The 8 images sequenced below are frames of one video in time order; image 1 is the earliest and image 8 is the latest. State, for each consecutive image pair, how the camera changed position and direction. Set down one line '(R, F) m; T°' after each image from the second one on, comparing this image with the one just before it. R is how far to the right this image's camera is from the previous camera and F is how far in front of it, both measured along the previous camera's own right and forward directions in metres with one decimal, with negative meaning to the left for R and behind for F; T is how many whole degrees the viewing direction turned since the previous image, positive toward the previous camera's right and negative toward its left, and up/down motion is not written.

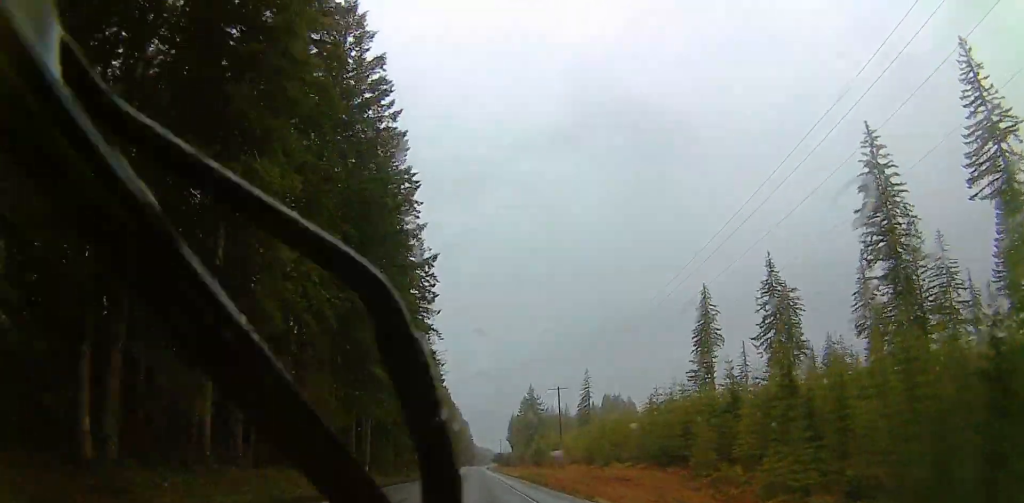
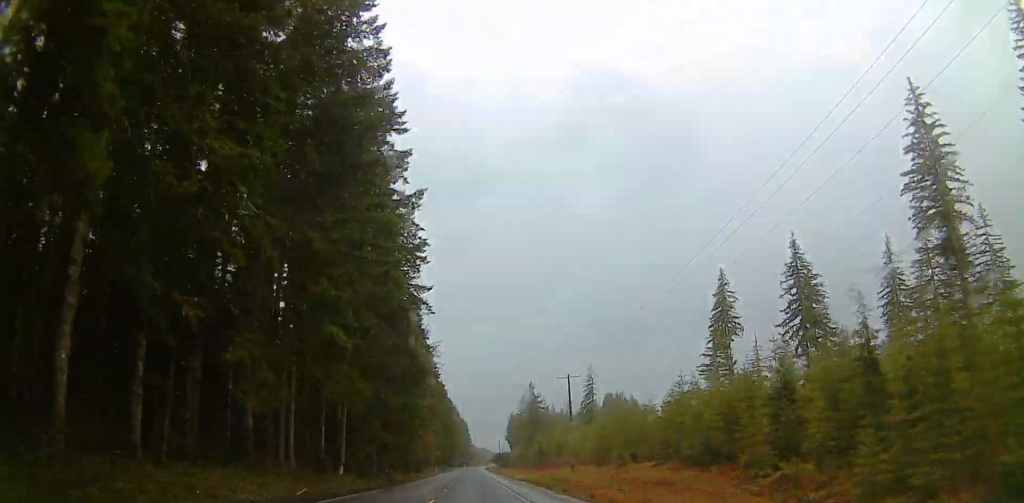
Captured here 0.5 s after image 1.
(0.0, +12.5) m; 0°
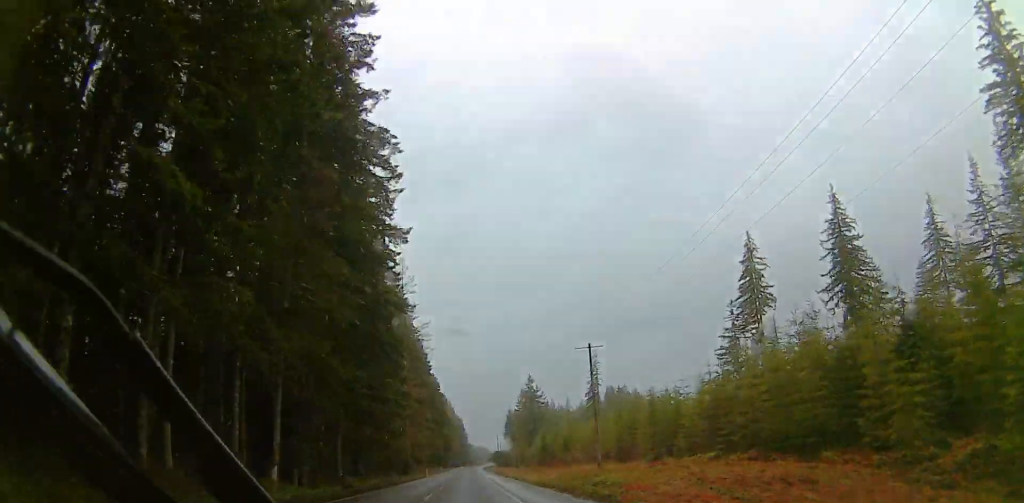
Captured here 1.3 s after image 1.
(0.0, +18.4) m; -1°
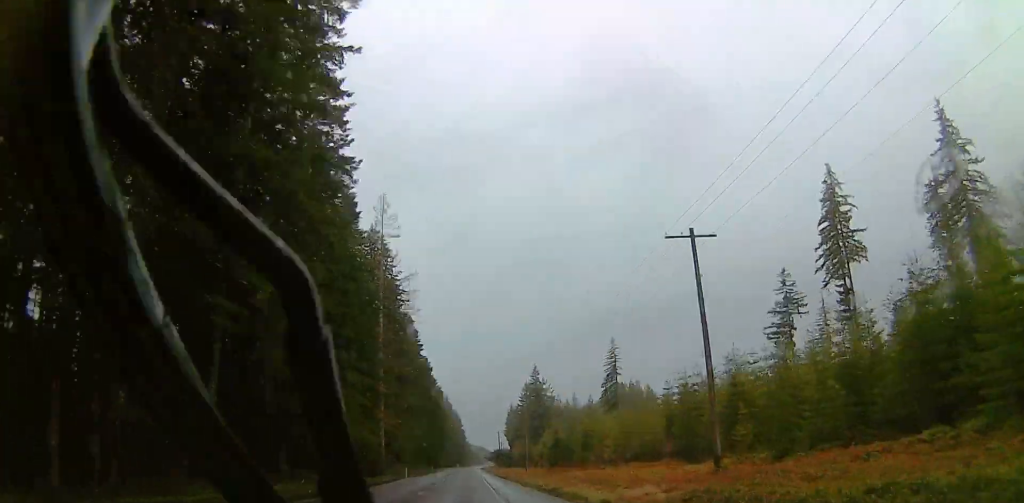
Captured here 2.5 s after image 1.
(-0.2, +26.5) m; +1°
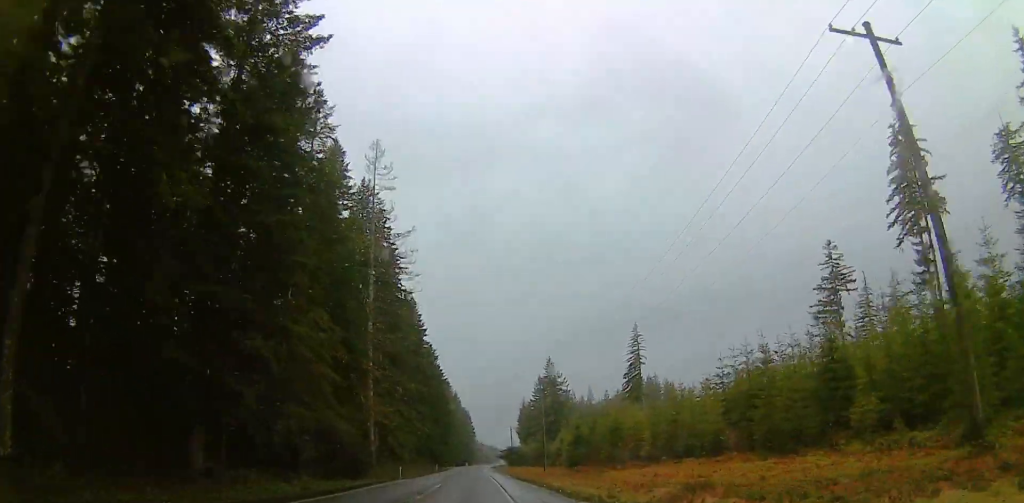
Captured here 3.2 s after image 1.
(+0.3, +13.6) m; +2°
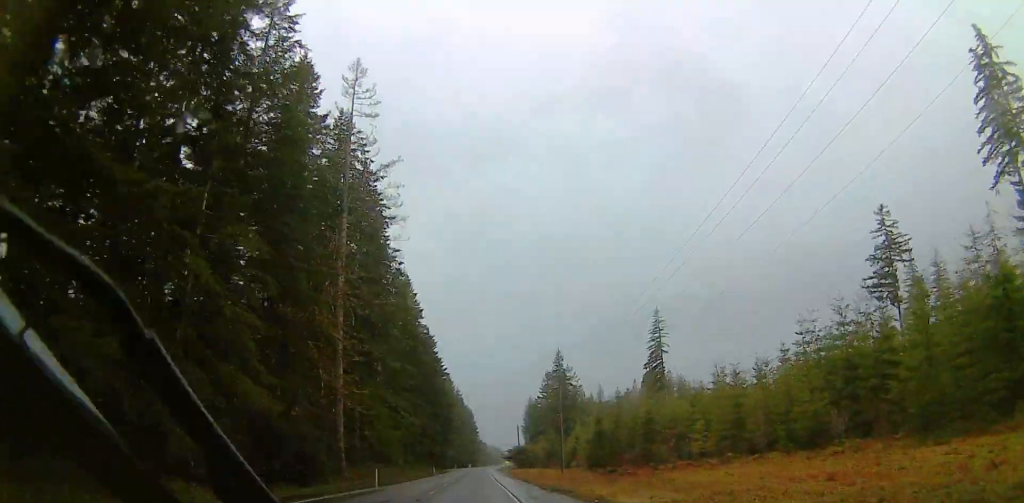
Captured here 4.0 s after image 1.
(+0.1, +15.3) m; -1°
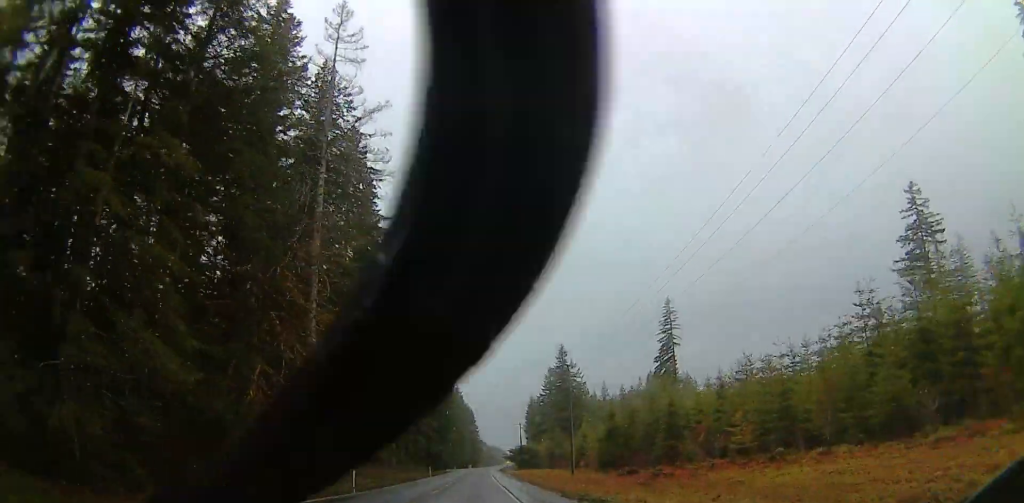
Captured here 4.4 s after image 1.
(-0.1, +8.9) m; 0°
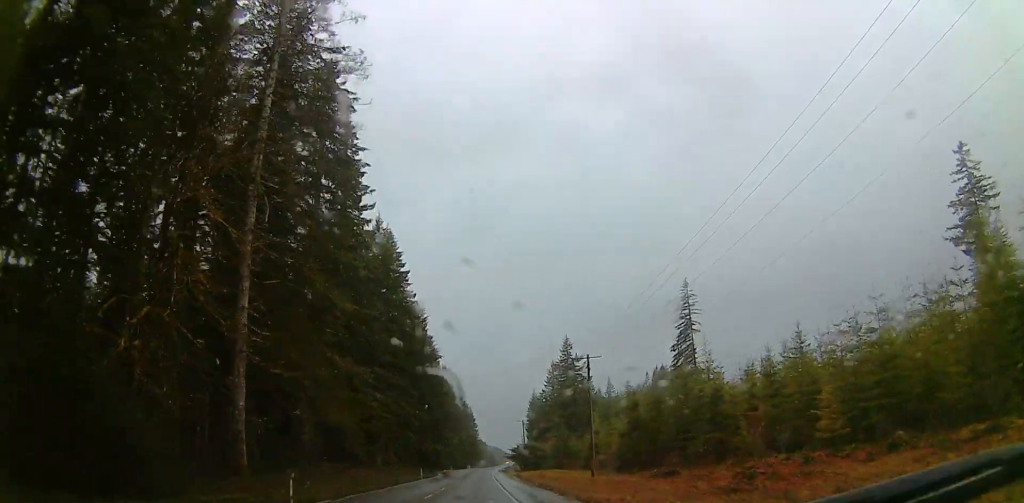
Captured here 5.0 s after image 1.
(-0.2, +14.2) m; -1°
